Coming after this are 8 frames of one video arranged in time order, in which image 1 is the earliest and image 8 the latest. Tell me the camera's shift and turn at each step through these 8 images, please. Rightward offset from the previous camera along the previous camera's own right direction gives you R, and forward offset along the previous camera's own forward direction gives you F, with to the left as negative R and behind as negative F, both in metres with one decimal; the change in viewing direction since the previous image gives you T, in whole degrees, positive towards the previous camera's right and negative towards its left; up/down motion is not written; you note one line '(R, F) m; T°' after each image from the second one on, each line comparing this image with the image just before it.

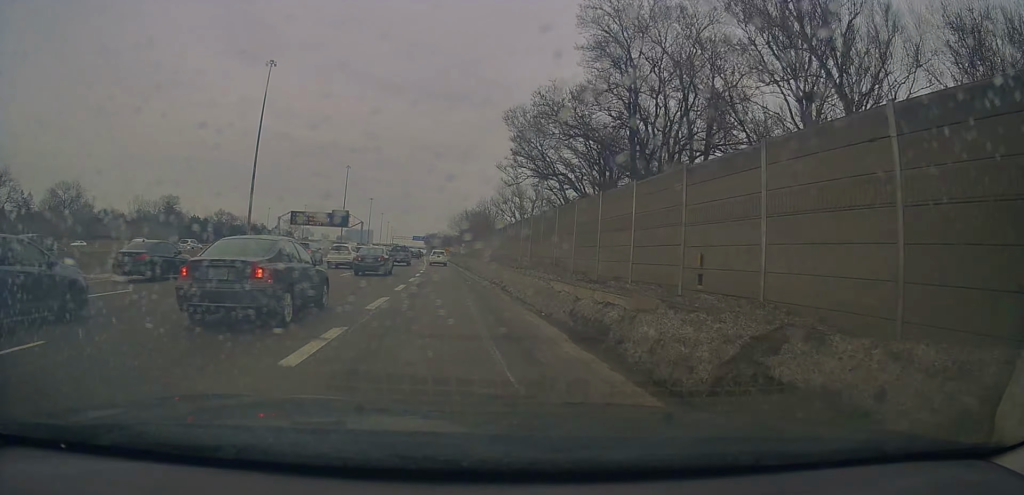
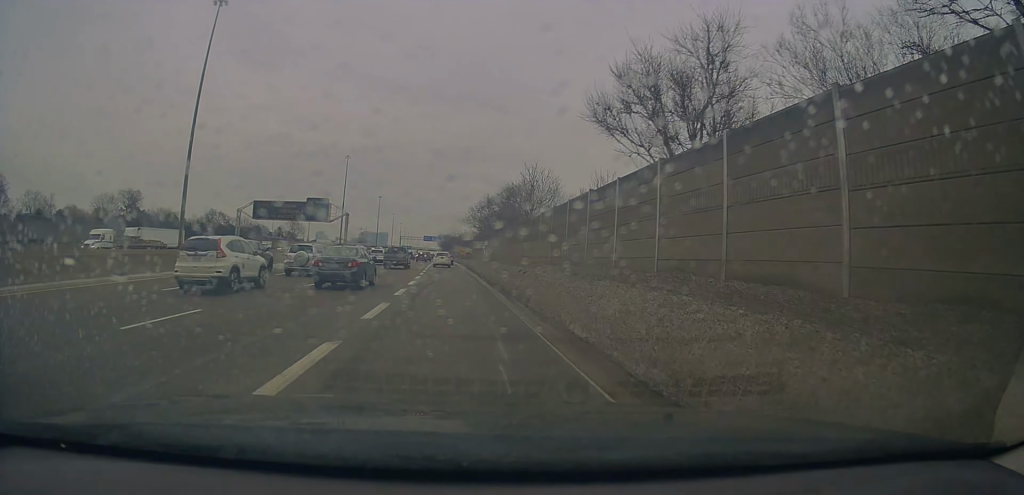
(+0.1, +28.2) m; -1°
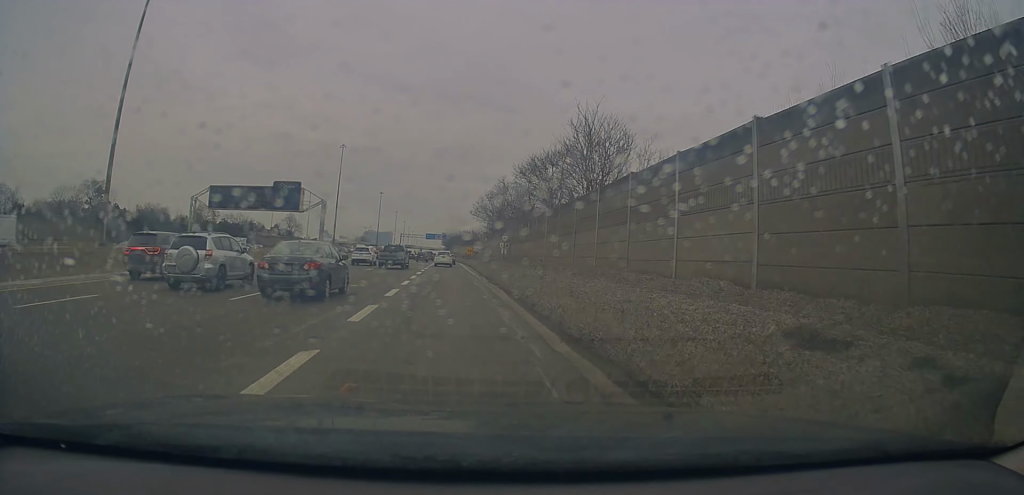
(-0.2, +19.2) m; -1°
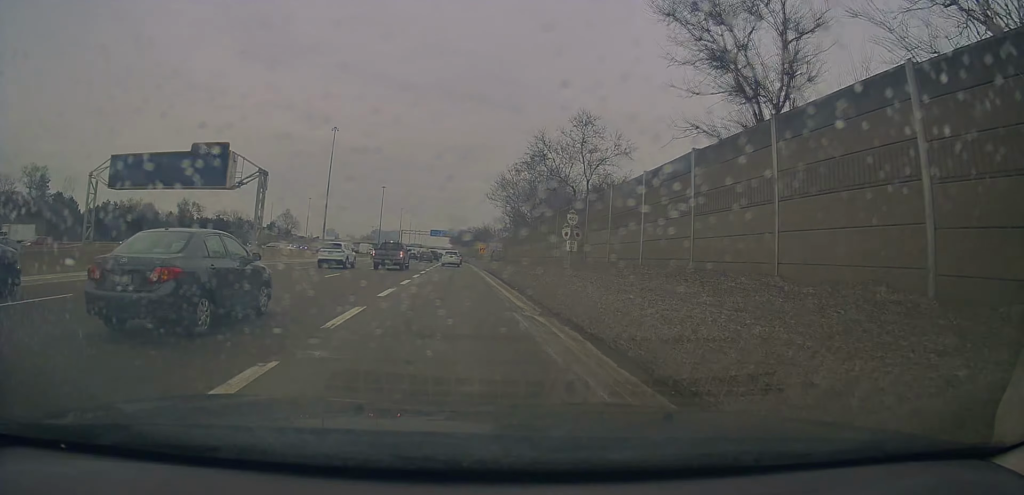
(-0.4, +27.5) m; -2°
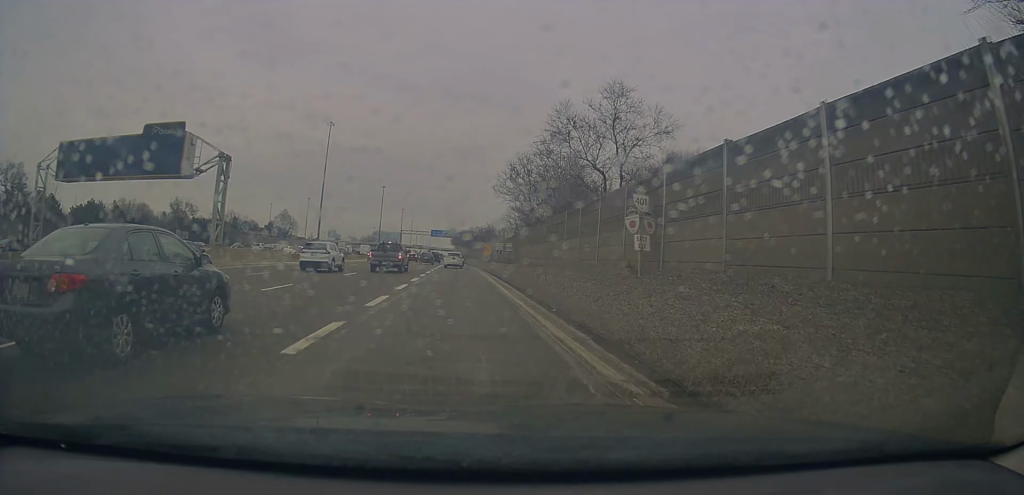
(-0.1, +10.8) m; 0°
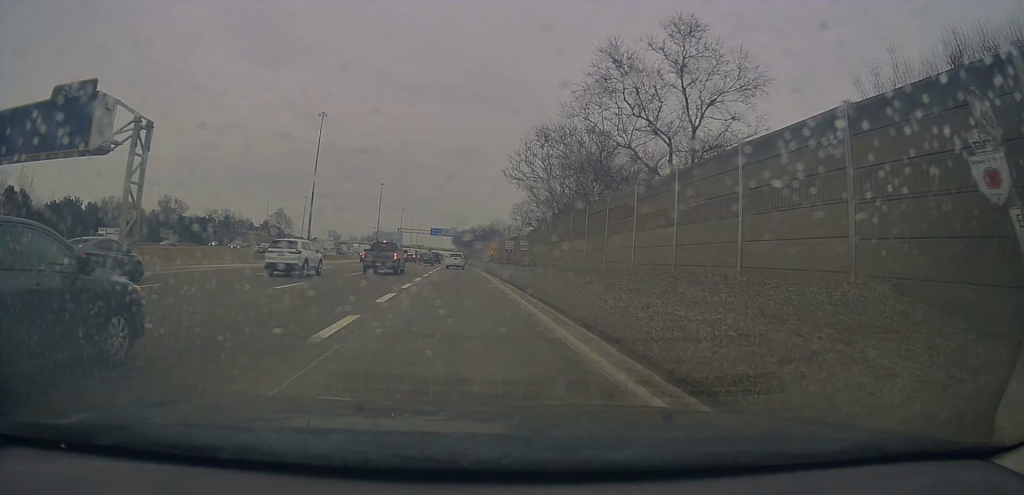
(-0.1, +13.1) m; 0°
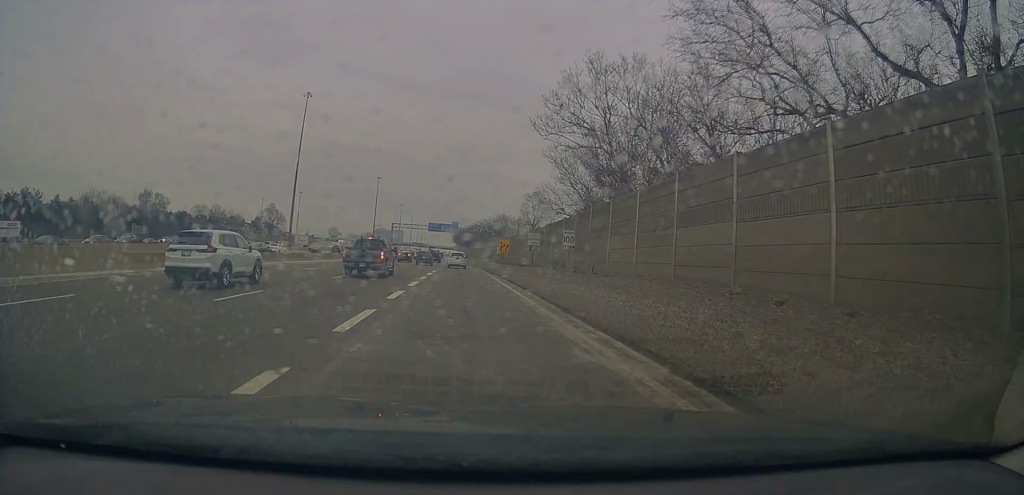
(0.0, +18.6) m; 0°
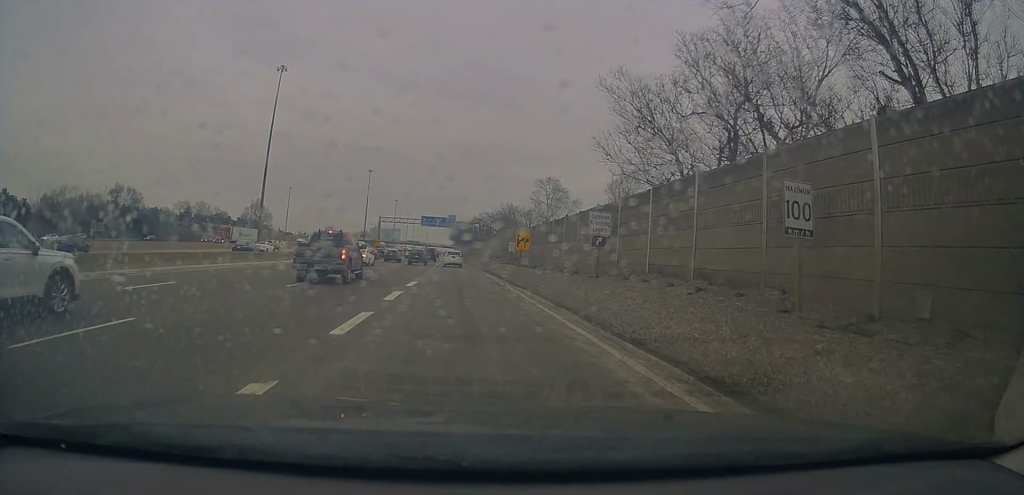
(0.0, +20.6) m; 0°
